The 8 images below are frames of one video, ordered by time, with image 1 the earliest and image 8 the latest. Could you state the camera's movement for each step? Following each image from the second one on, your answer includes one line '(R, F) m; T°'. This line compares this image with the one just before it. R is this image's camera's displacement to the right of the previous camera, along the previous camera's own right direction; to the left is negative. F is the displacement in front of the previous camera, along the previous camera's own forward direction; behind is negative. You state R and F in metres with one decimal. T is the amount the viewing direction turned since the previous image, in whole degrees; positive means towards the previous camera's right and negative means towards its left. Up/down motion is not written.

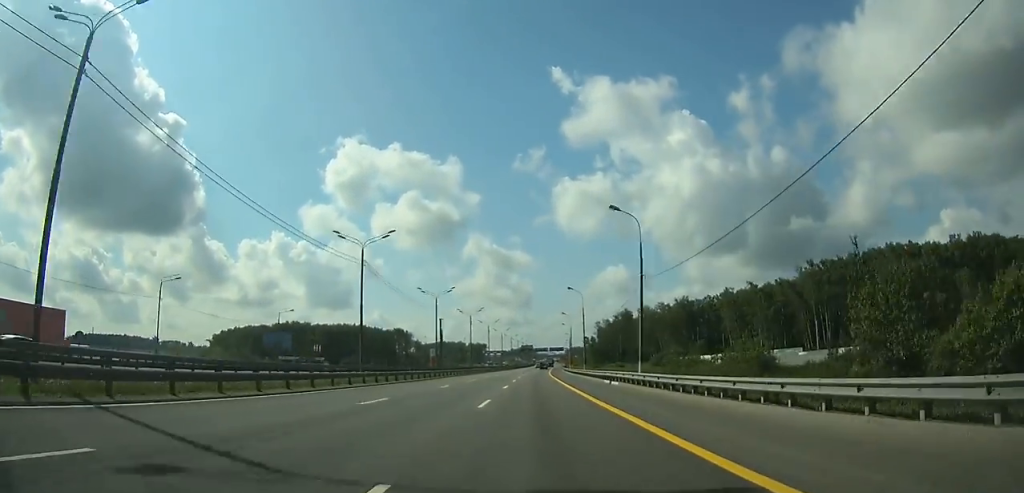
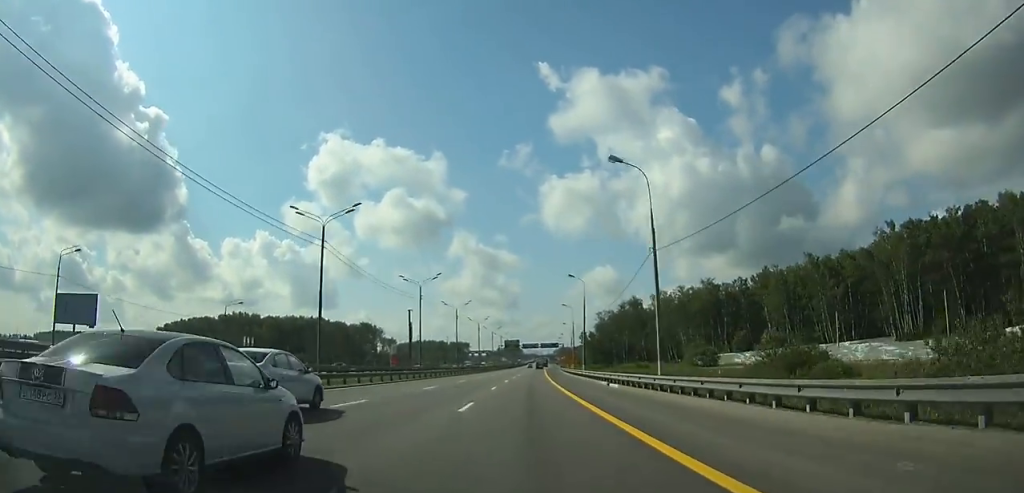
(+0.5, +49.9) m; +1°
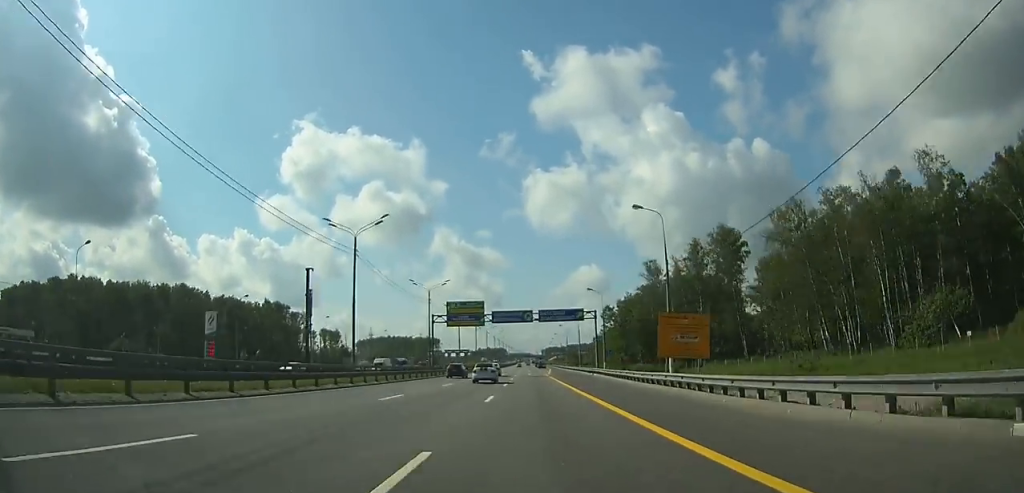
(+1.9, +107.7) m; +2°
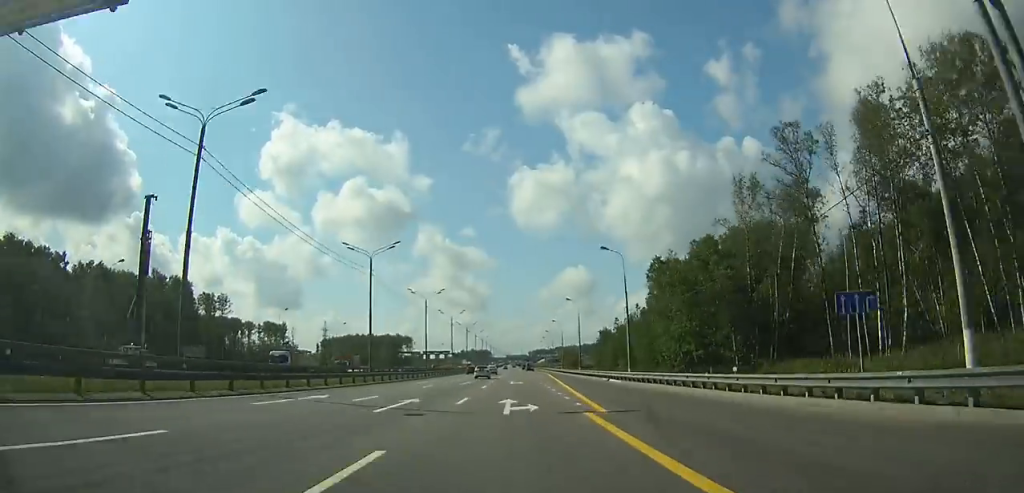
(+0.8, +63.8) m; +1°
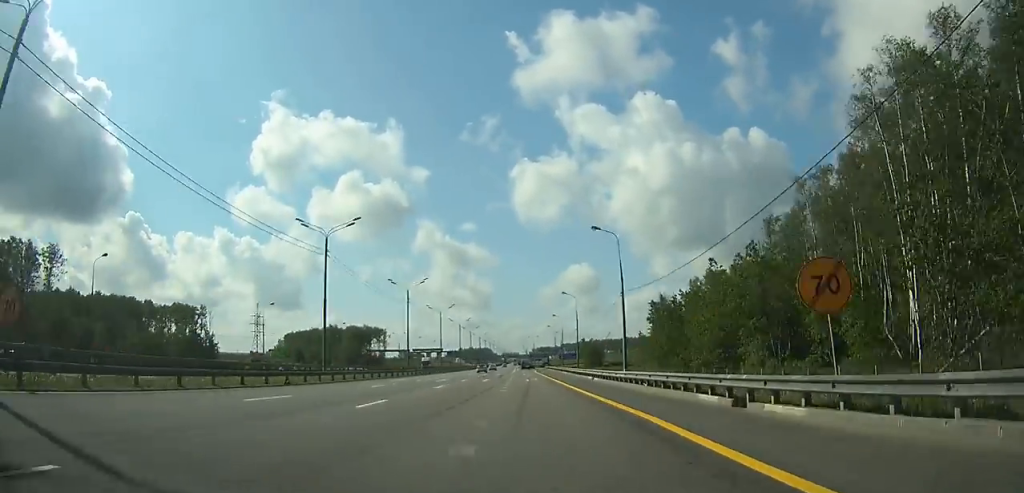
(+0.6, +82.3) m; 0°
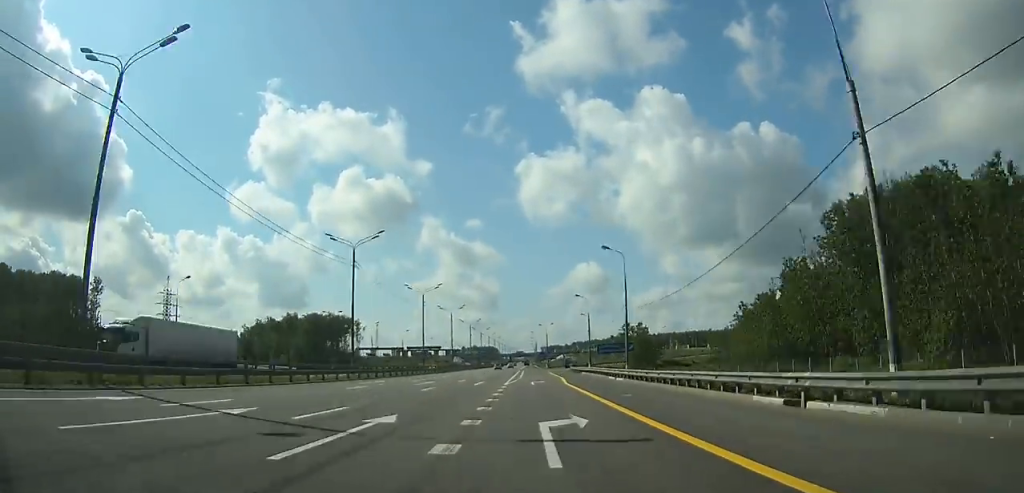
(-0.6, +68.7) m; -1°
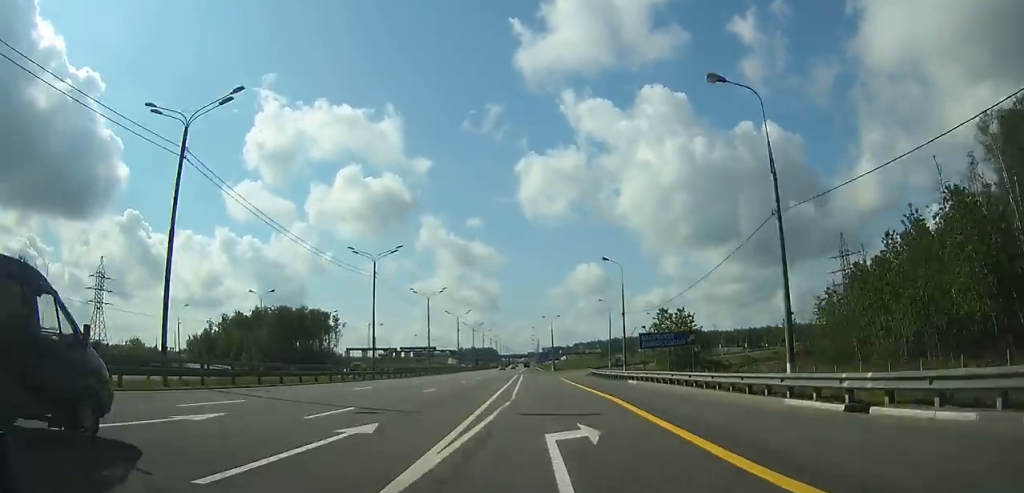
(-0.1, +32.1) m; 0°
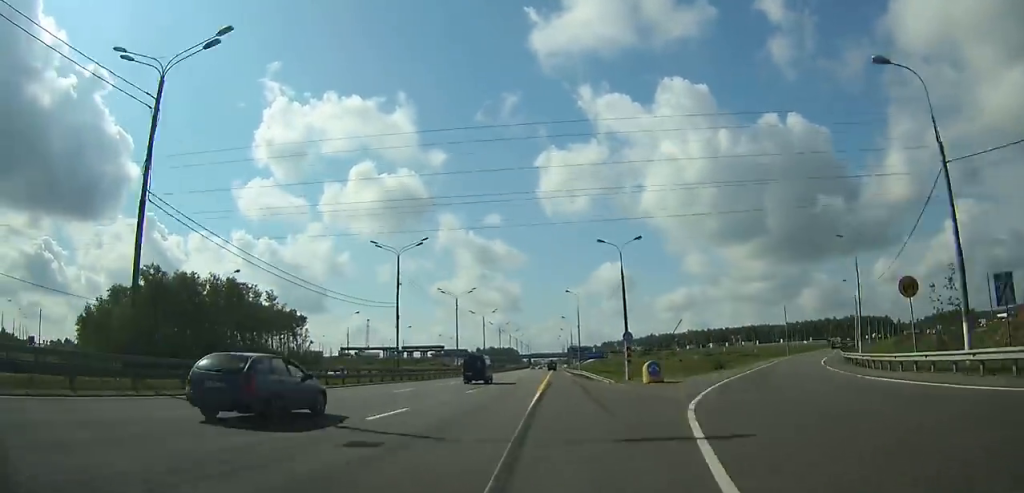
(-0.9, +81.1) m; -2°
